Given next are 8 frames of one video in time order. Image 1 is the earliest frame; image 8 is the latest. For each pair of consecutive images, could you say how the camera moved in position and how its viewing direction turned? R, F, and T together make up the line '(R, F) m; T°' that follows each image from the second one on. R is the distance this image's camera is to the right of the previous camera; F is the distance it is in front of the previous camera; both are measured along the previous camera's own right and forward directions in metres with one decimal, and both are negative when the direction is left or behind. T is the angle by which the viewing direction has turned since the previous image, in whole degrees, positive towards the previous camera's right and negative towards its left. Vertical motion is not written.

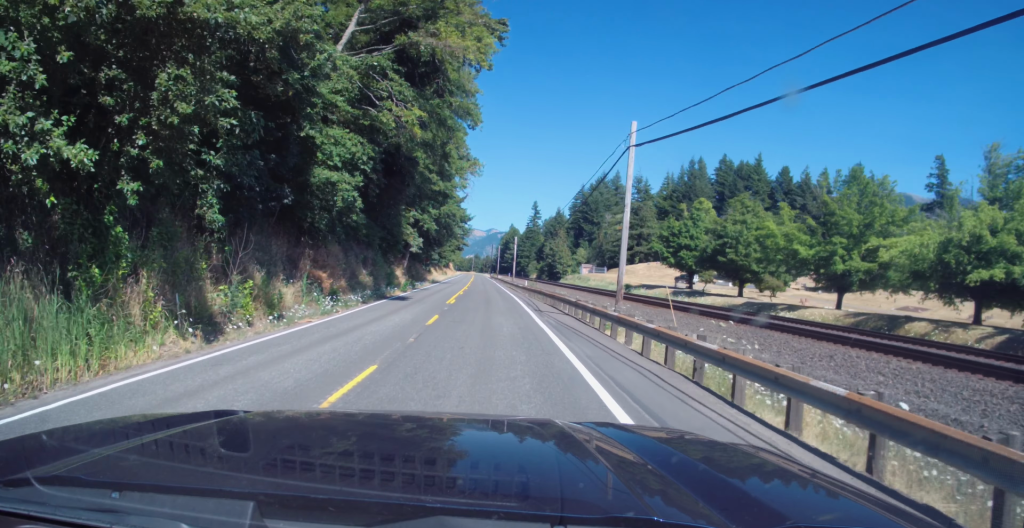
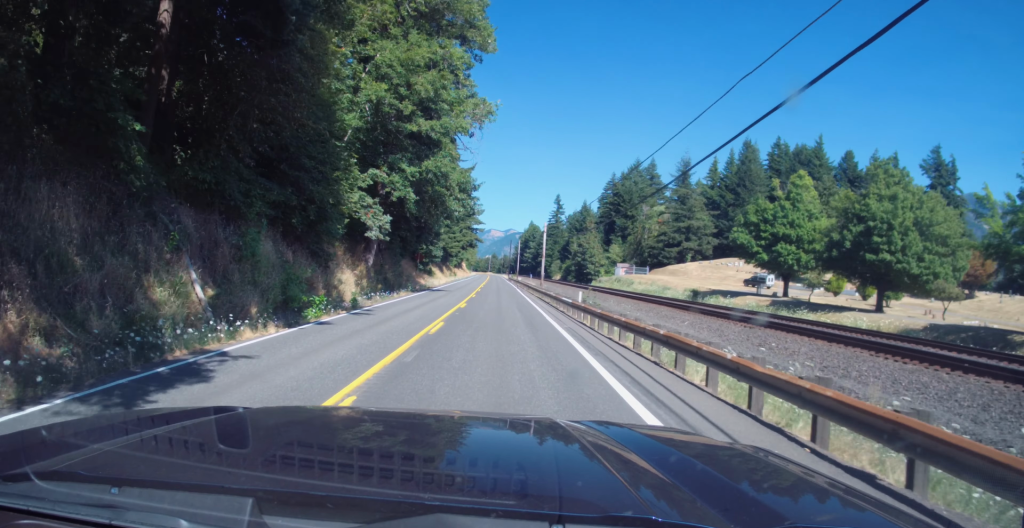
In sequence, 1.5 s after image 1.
(-0.3, +27.4) m; -2°
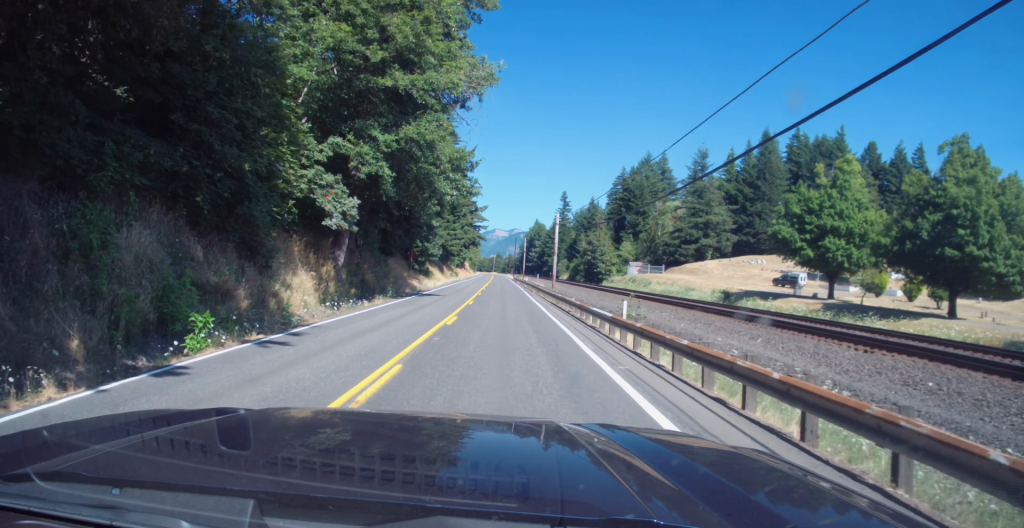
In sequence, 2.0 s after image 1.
(-0.2, +9.4) m; -1°
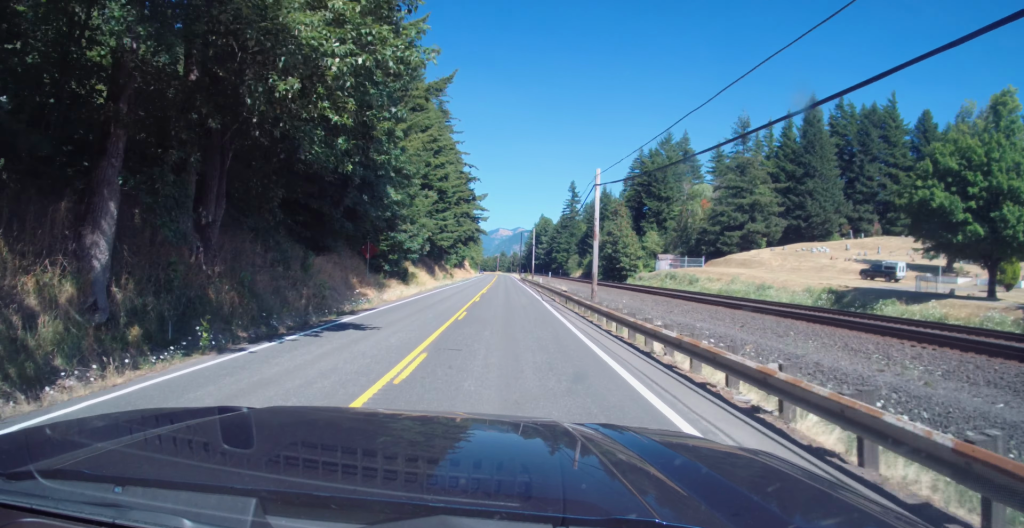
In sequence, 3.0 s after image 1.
(0.0, +21.7) m; 0°
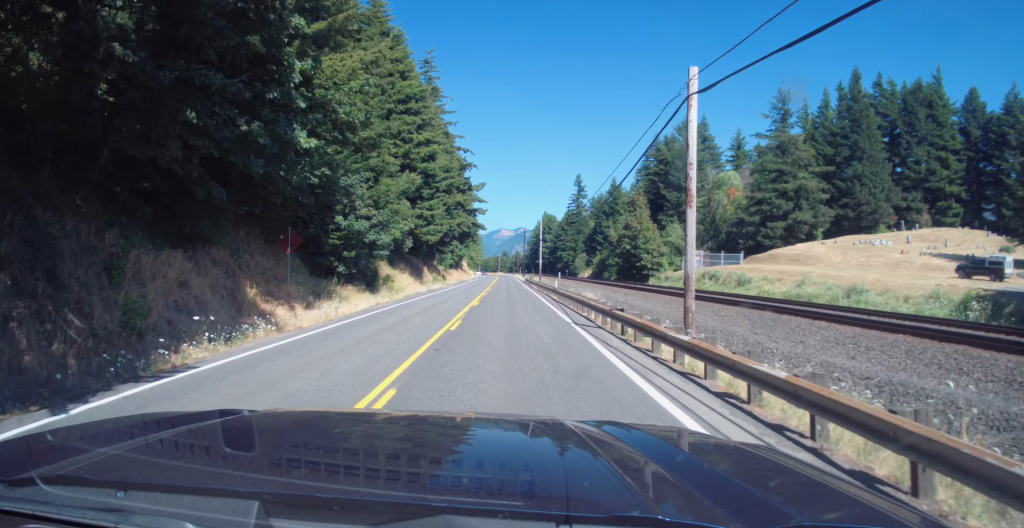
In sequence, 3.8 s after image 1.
(0.0, +16.2) m; 0°
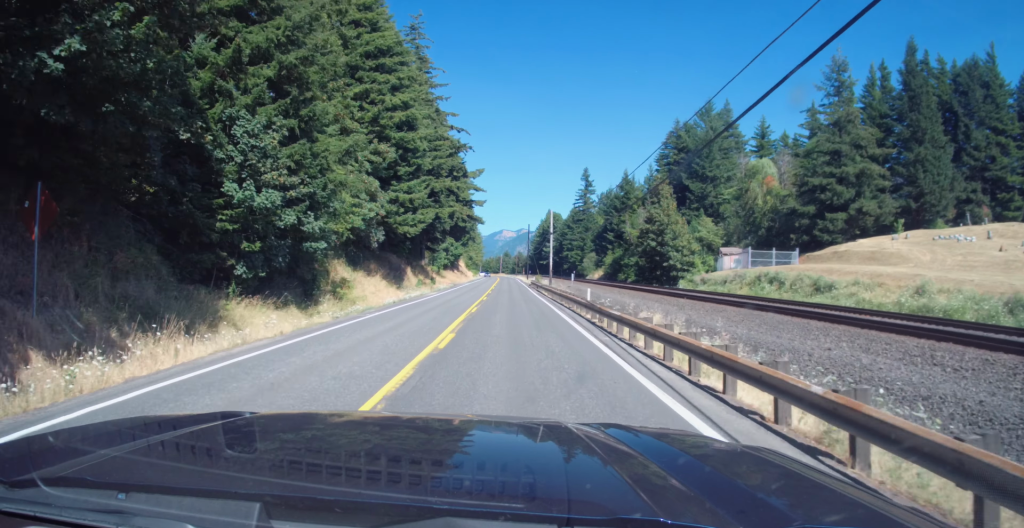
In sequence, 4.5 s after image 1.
(0.0, +16.0) m; 0°
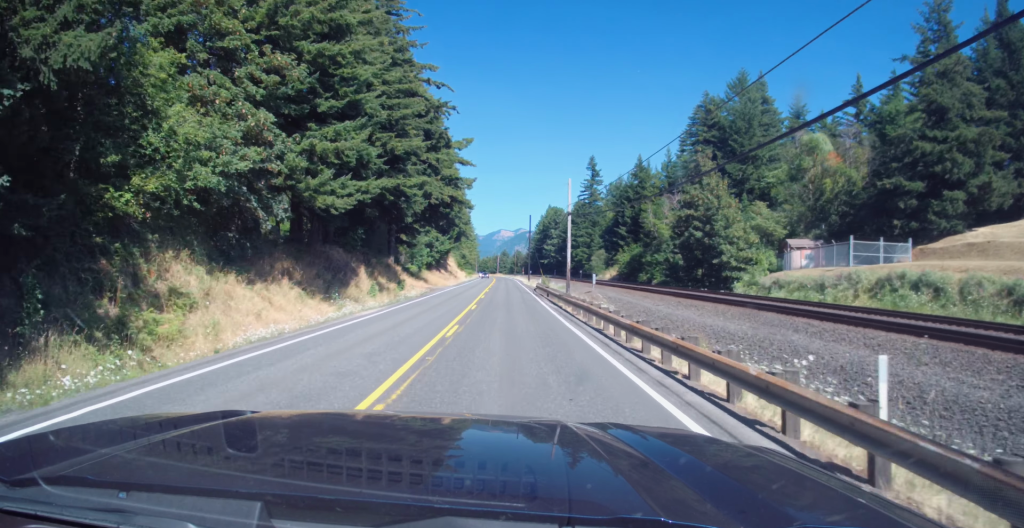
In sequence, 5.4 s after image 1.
(0.0, +21.4) m; 0°
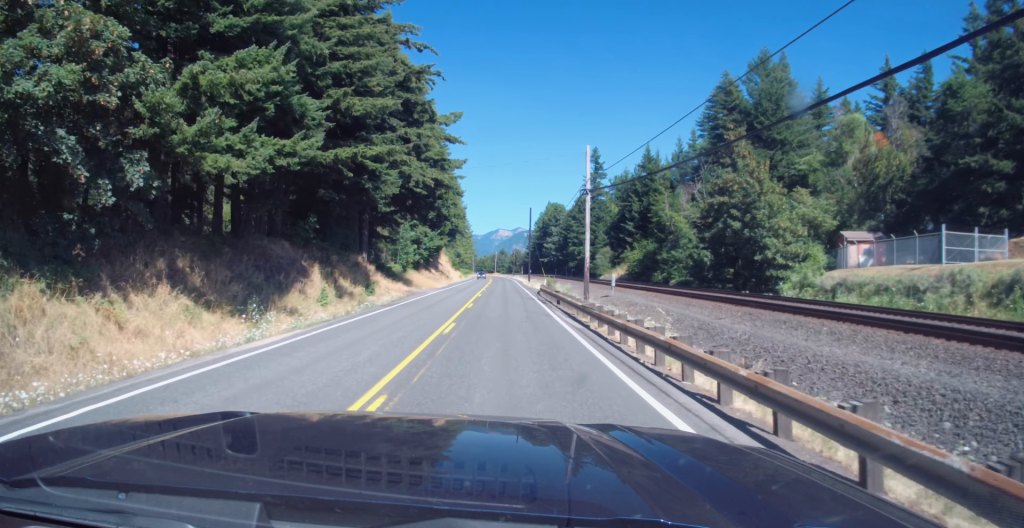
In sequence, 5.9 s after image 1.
(-0.1, +11.9) m; 0°
